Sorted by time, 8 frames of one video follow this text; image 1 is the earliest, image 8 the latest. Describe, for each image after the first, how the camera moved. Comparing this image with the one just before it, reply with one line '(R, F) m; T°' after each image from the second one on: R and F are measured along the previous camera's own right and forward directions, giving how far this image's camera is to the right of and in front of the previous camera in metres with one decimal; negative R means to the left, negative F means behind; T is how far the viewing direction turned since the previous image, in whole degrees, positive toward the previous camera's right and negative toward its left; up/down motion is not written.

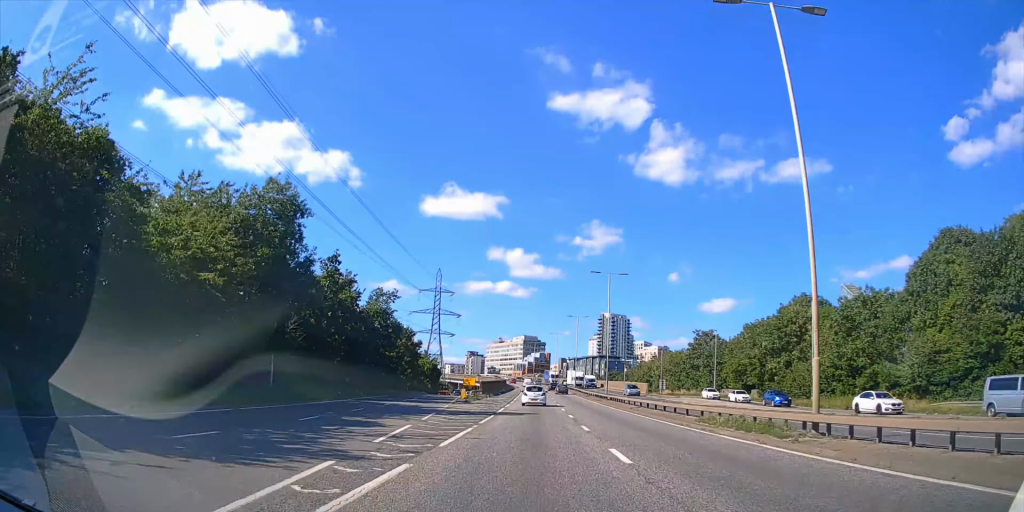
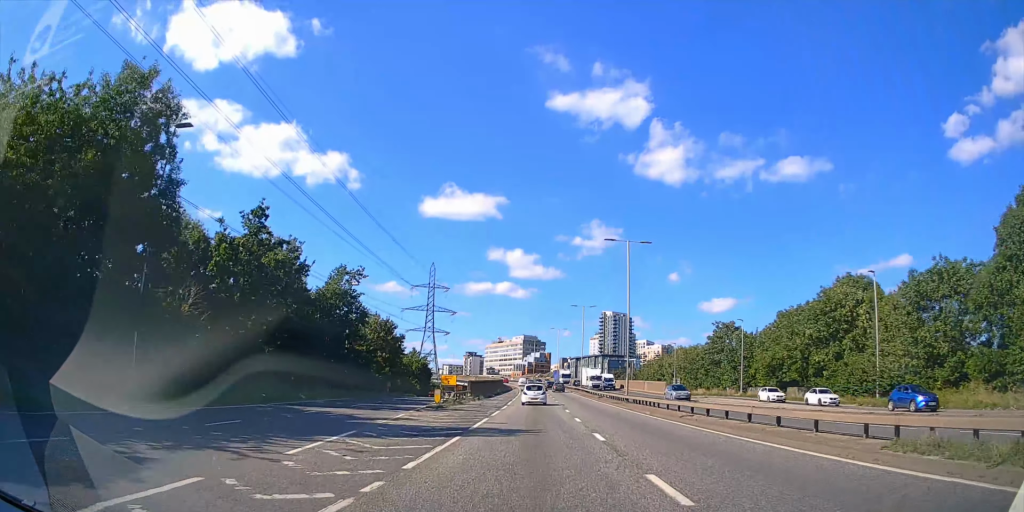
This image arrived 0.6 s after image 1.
(0.0, +12.8) m; 0°
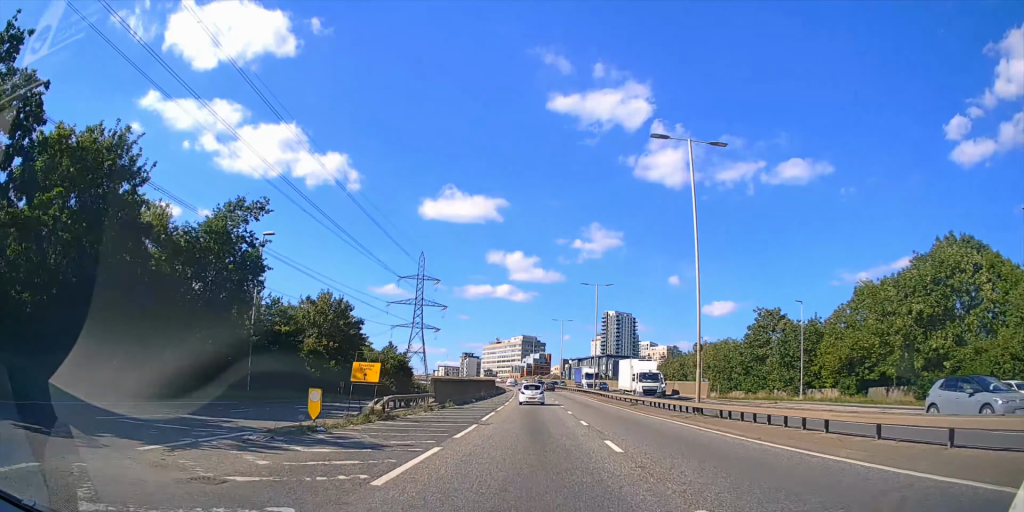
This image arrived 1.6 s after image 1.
(0.0, +19.4) m; 0°
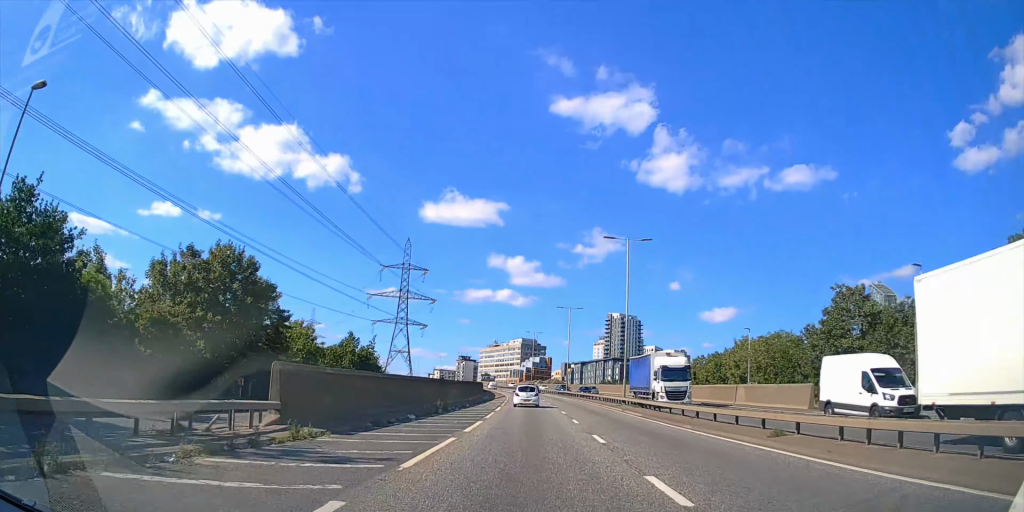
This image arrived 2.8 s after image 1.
(0.0, +23.0) m; 0°
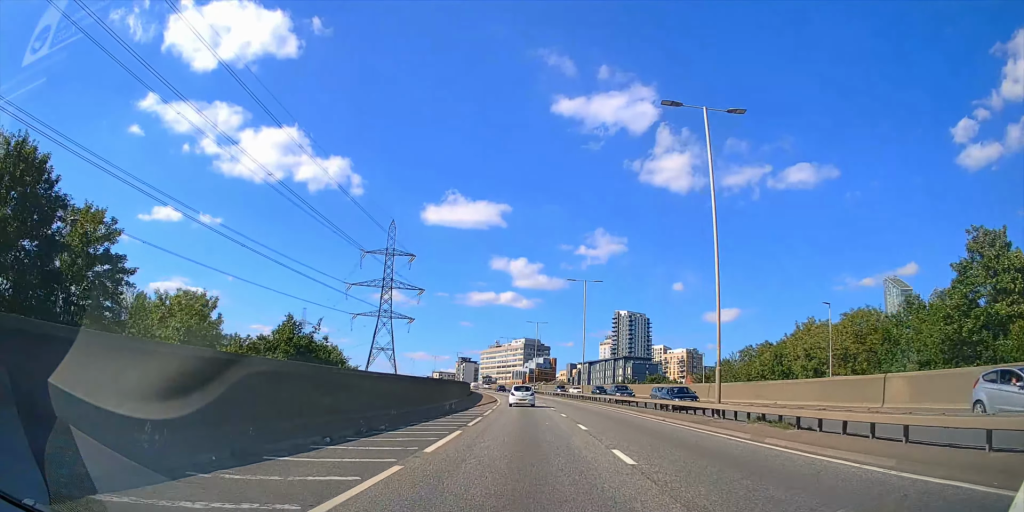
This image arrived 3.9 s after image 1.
(0.0, +21.3) m; 0°
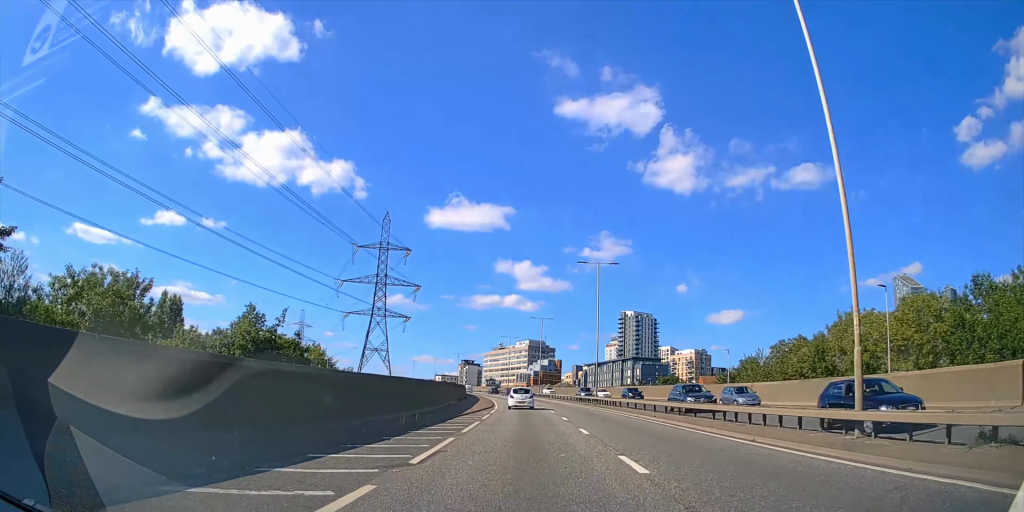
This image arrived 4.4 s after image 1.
(0.0, +9.6) m; 0°
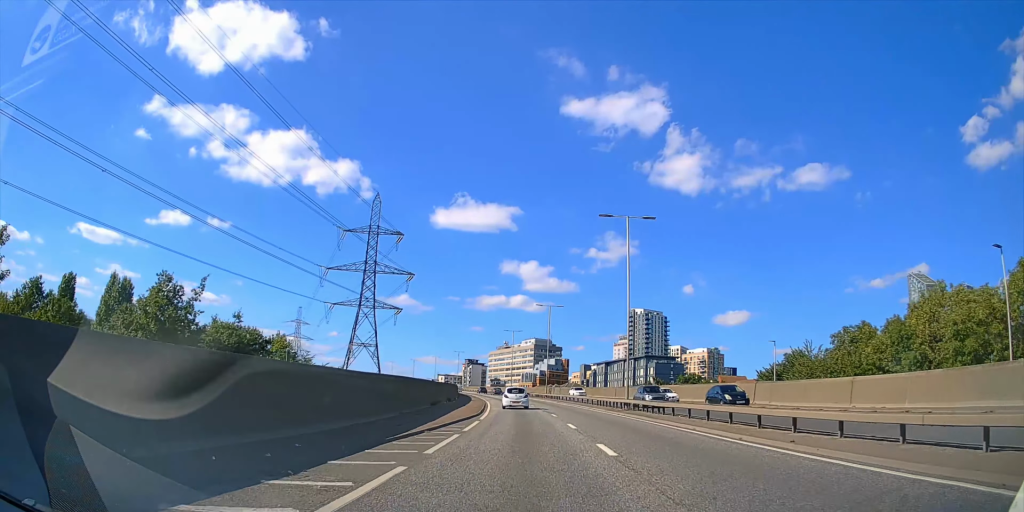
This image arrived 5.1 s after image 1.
(-0.1, +14.2) m; -1°
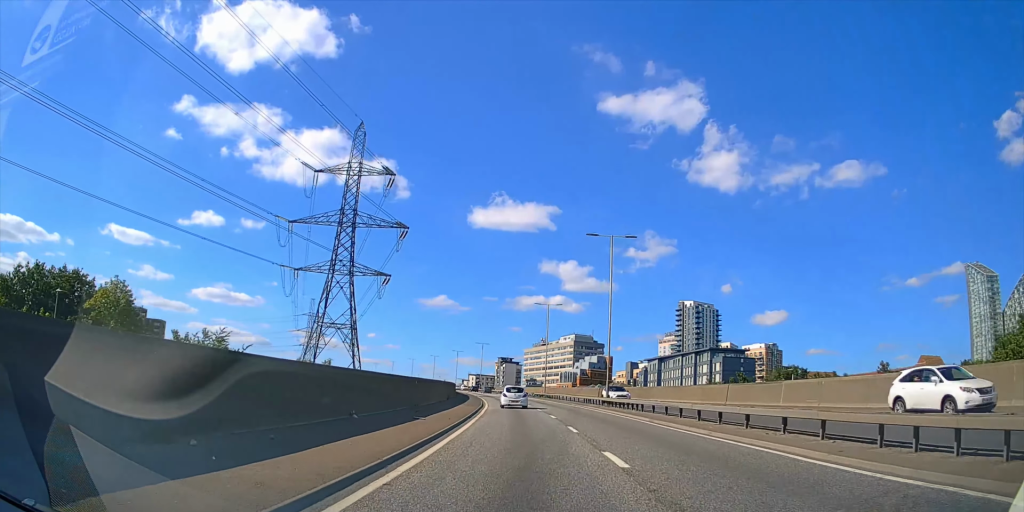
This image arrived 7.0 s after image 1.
(-0.8, +36.4) m; -3°
